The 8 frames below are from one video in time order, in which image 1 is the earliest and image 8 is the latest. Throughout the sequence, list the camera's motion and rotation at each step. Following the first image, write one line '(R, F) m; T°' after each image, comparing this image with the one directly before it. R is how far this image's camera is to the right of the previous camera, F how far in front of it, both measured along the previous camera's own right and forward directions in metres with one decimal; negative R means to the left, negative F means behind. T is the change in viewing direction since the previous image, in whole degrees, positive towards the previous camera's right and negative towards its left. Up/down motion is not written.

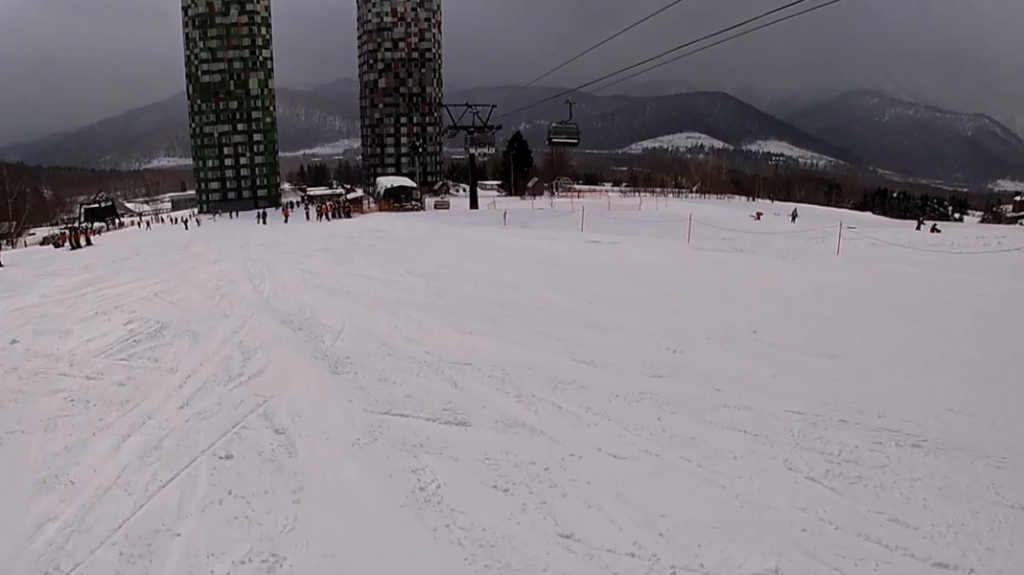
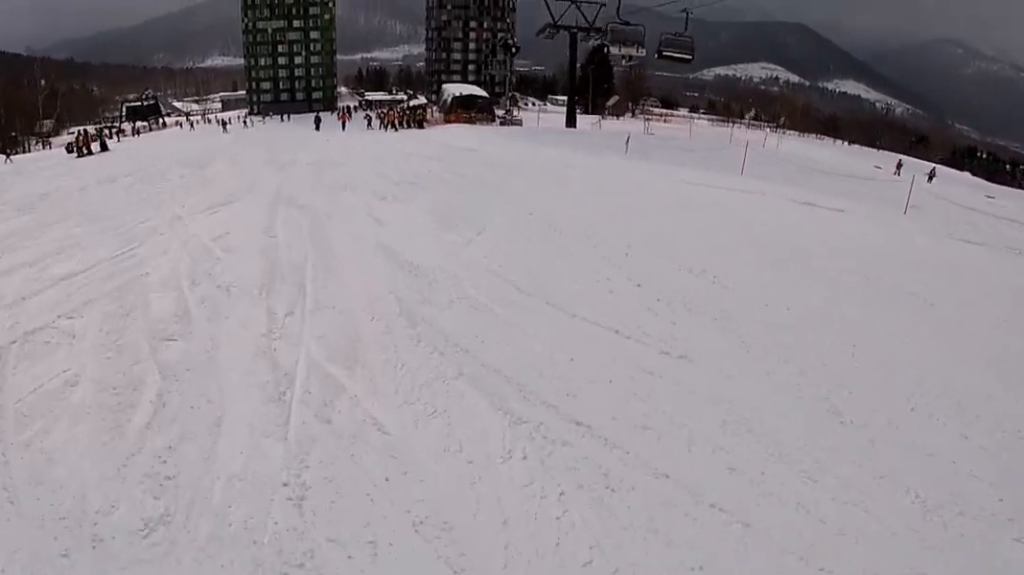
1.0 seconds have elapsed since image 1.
(-0.6, +8.7) m; -5°
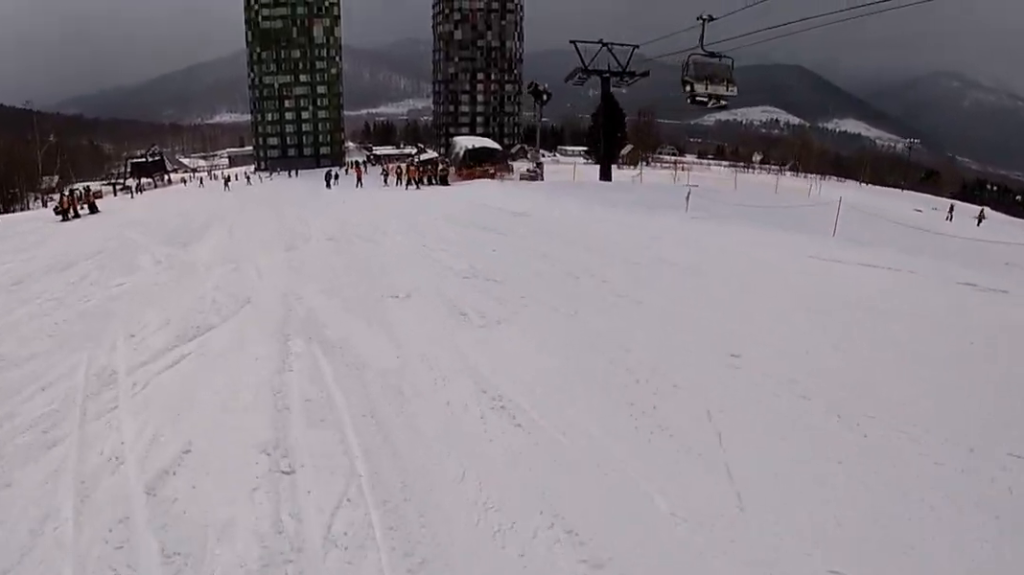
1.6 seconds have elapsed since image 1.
(-0.1, +5.0) m; -1°
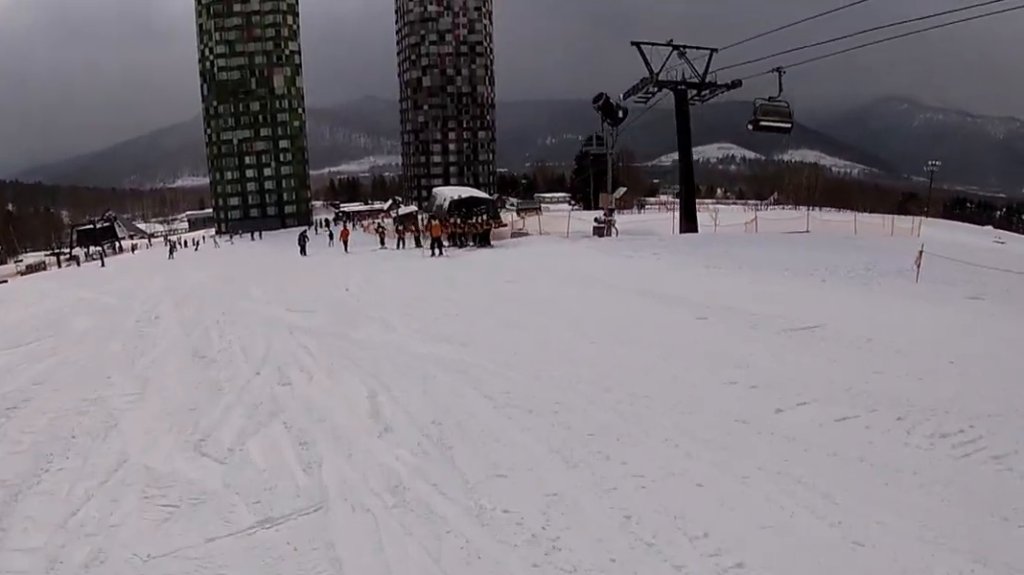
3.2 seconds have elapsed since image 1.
(+0.2, +13.8) m; +6°
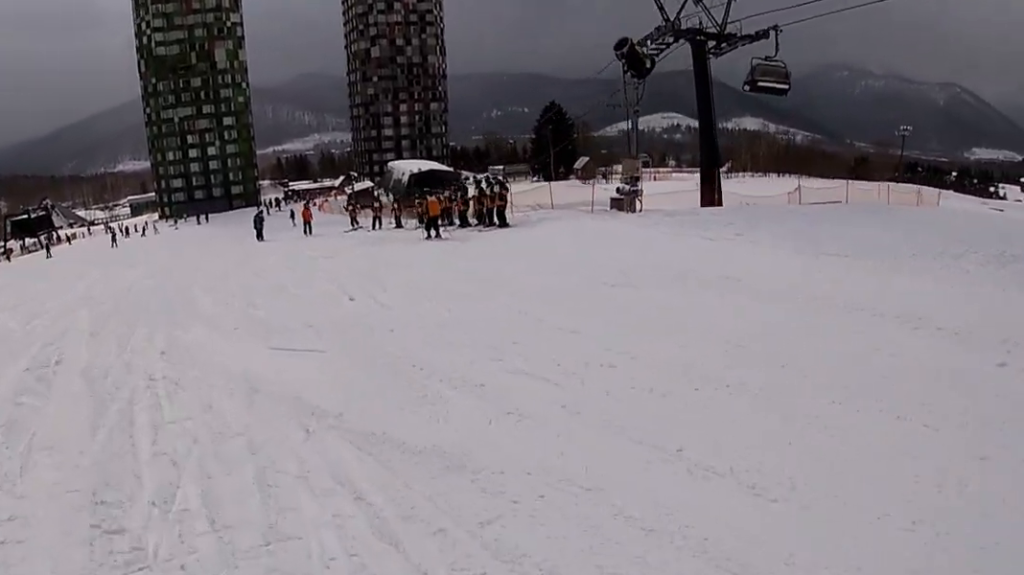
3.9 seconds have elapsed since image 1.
(+0.4, +5.3) m; 0°
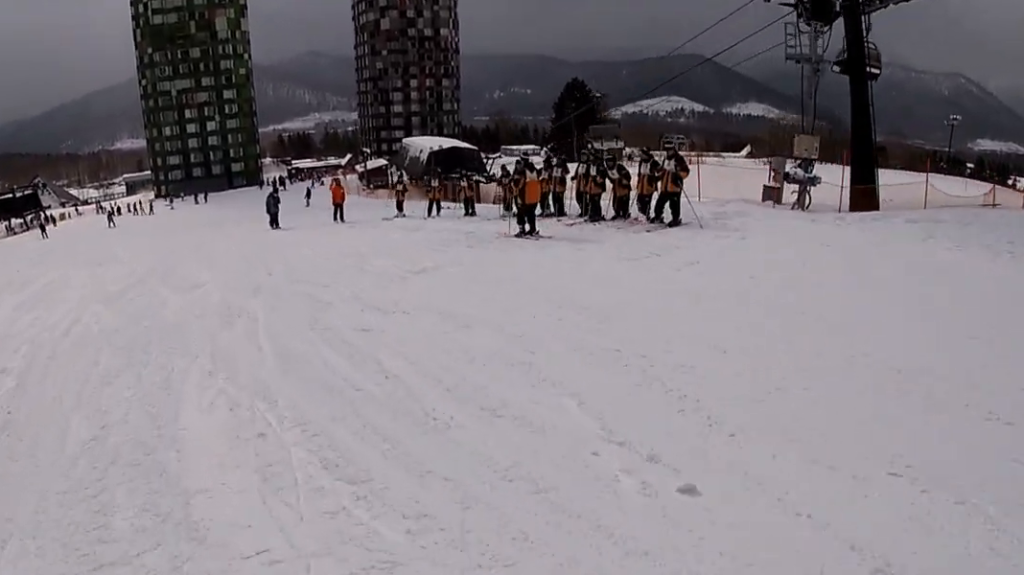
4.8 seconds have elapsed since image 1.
(0.0, +7.6) m; -2°
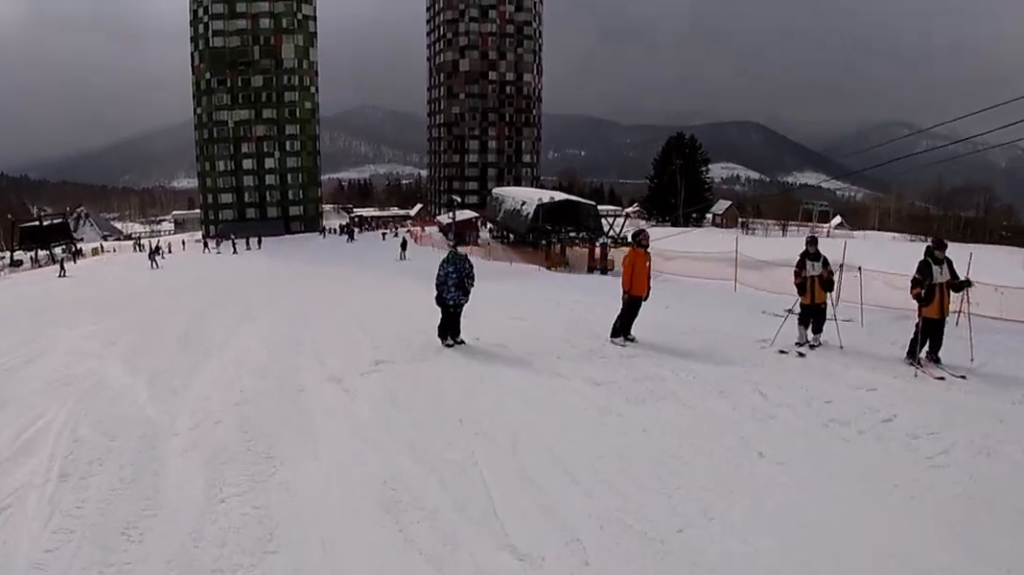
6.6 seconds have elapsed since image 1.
(-0.8, +15.9) m; +1°
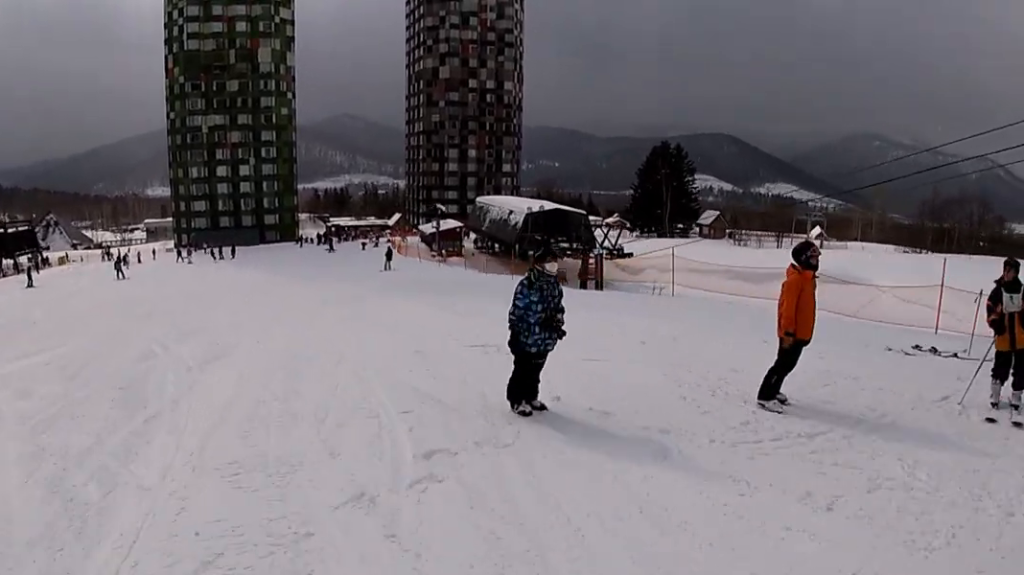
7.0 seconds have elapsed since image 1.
(-0.3, +3.3) m; +5°
